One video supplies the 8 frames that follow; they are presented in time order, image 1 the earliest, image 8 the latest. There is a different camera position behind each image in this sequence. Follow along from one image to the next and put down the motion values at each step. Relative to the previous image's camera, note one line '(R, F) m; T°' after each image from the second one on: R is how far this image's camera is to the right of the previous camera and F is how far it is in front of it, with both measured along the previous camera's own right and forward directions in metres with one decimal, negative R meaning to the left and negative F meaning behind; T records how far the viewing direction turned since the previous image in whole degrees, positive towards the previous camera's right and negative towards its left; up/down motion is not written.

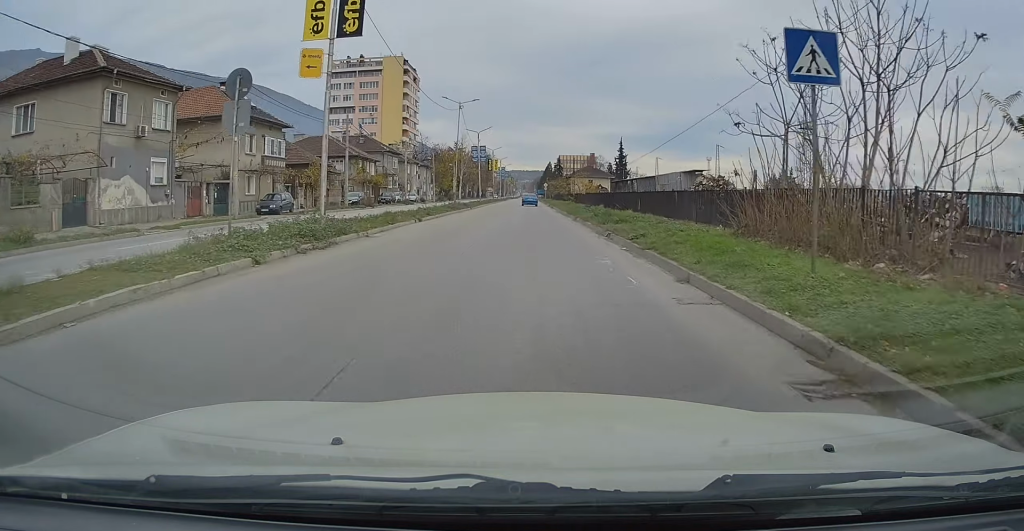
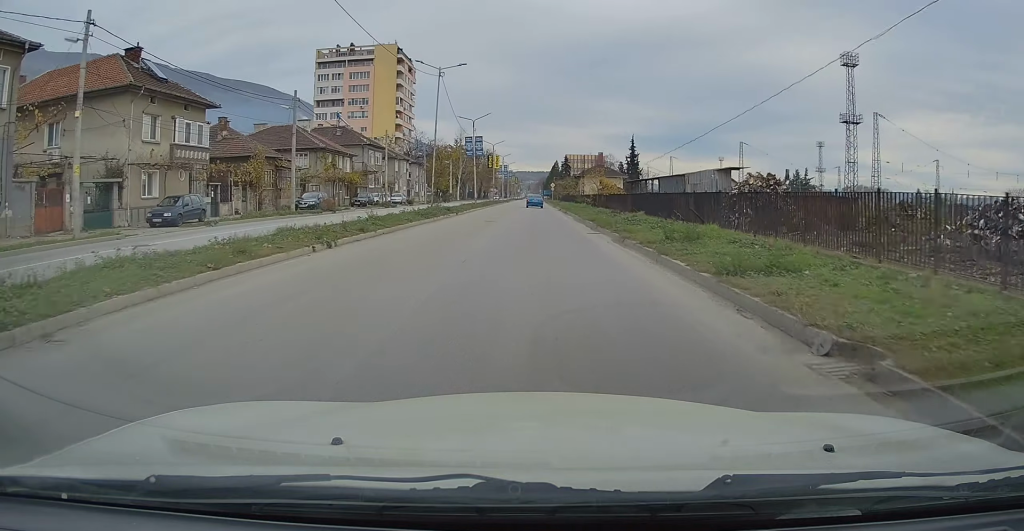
(-0.3, +13.7) m; 0°
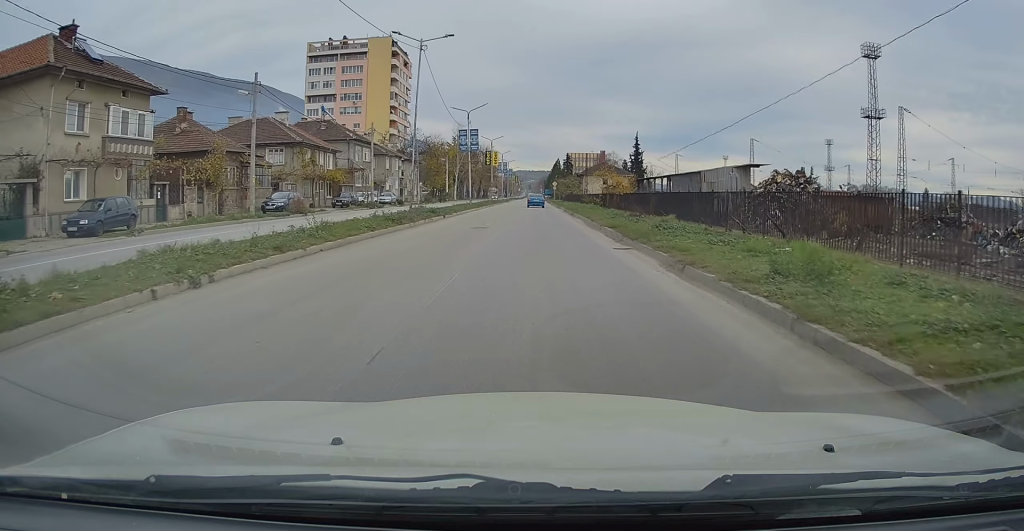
(+0.2, +6.4) m; +1°
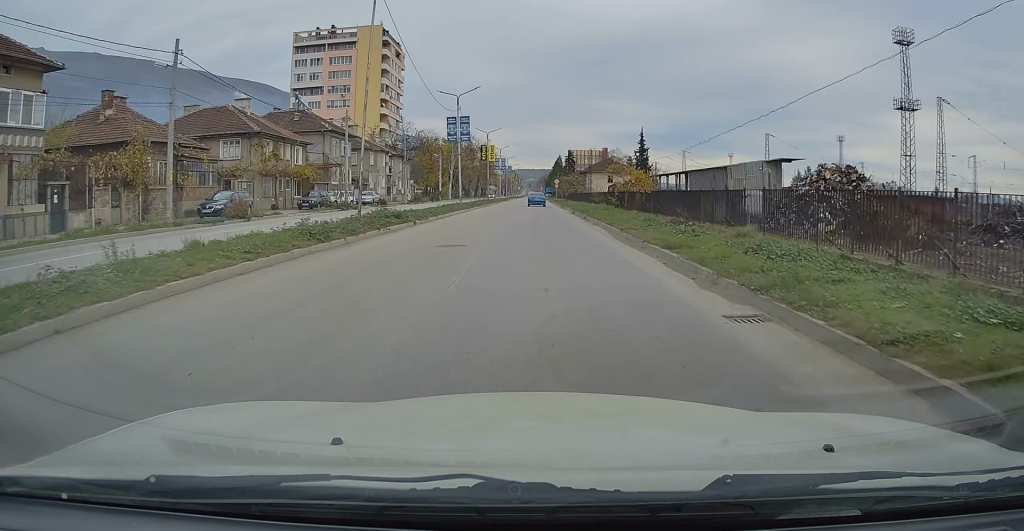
(+0.1, +8.7) m; +1°
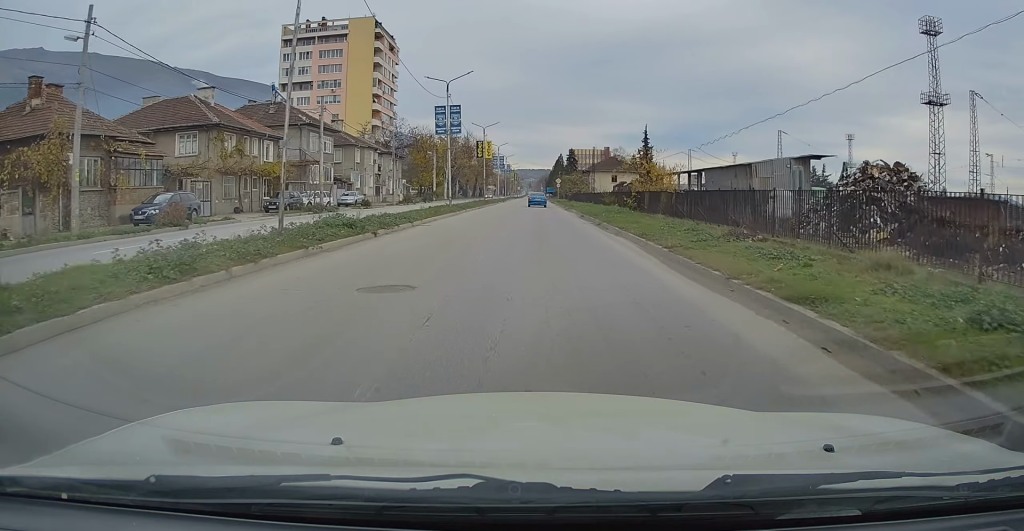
(0.0, +6.5) m; 0°
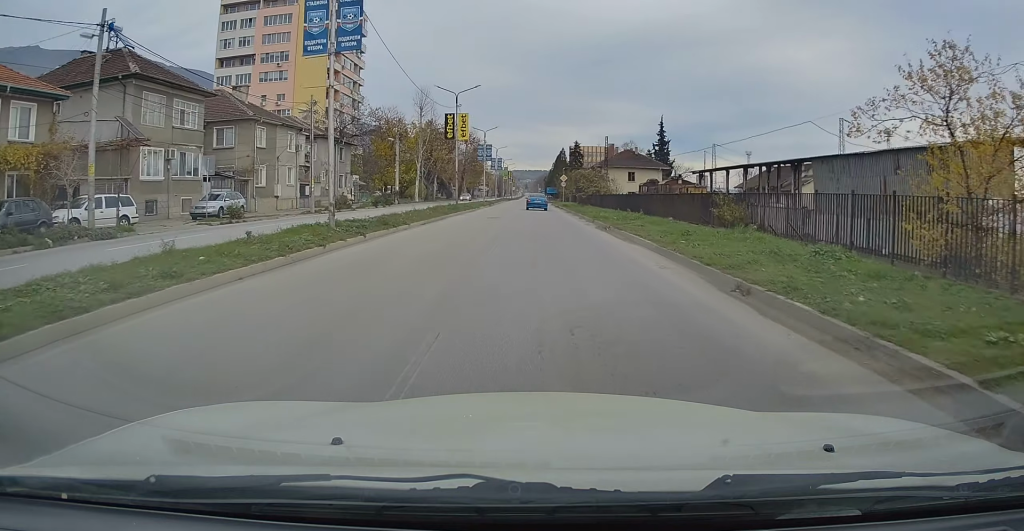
(0.0, +26.1) m; 0°
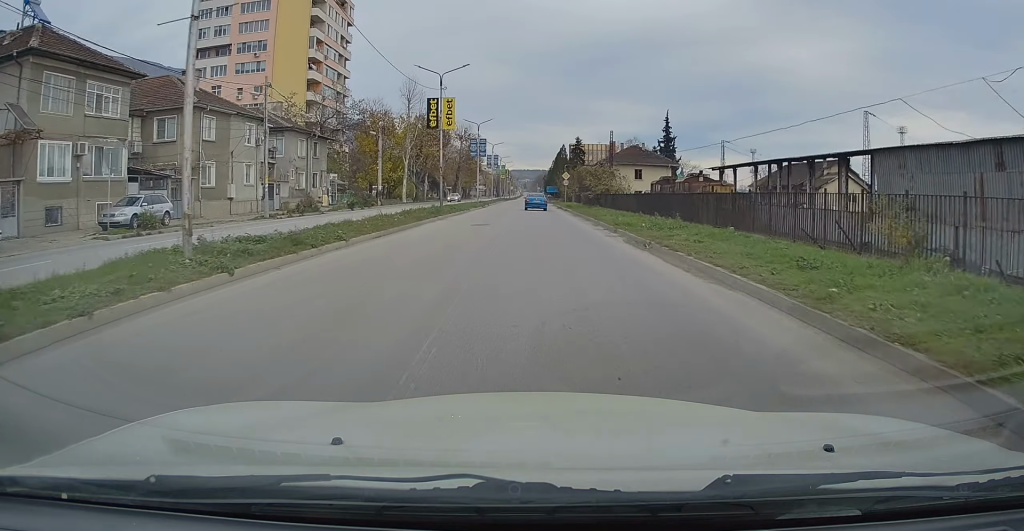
(0.0, +7.9) m; 0°
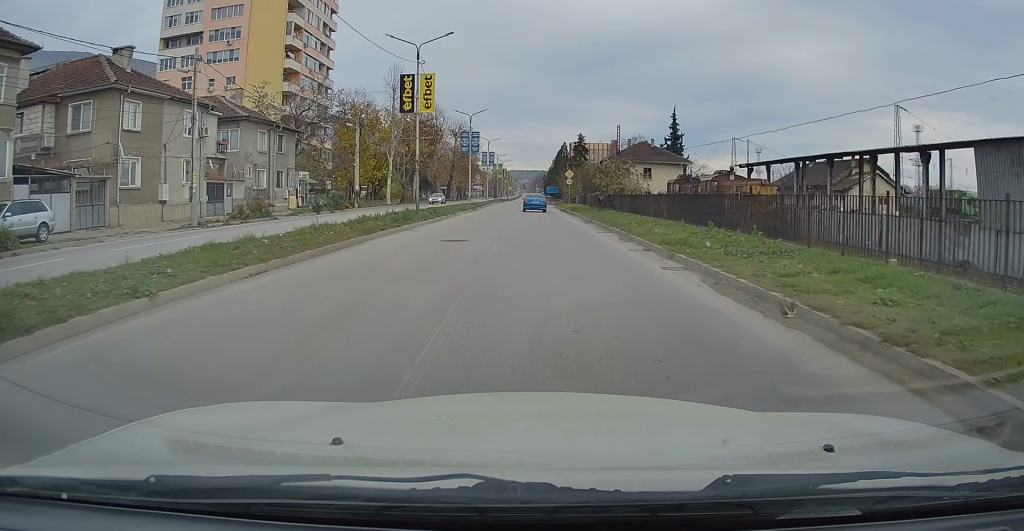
(0.0, +8.4) m; 0°
